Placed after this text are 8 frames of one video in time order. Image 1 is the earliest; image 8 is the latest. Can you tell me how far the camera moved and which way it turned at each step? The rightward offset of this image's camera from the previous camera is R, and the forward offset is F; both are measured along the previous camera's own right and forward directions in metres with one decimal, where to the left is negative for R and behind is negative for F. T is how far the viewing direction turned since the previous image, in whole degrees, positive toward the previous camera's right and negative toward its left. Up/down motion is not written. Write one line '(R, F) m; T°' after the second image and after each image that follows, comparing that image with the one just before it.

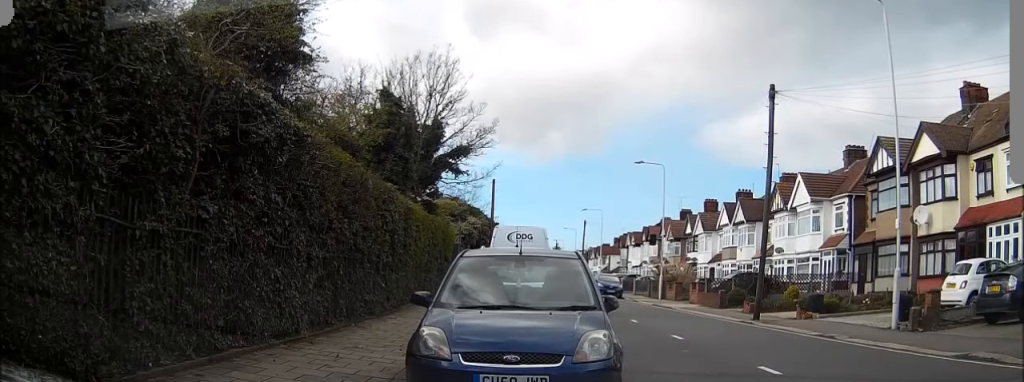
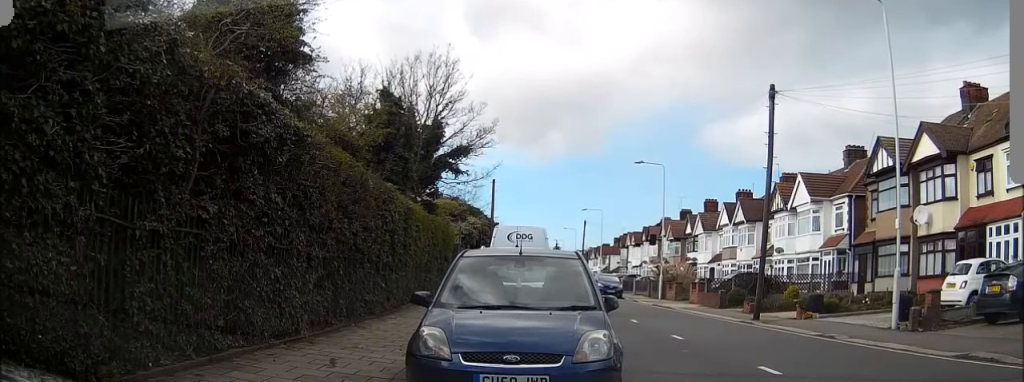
(0.0, 0.0) m; 0°
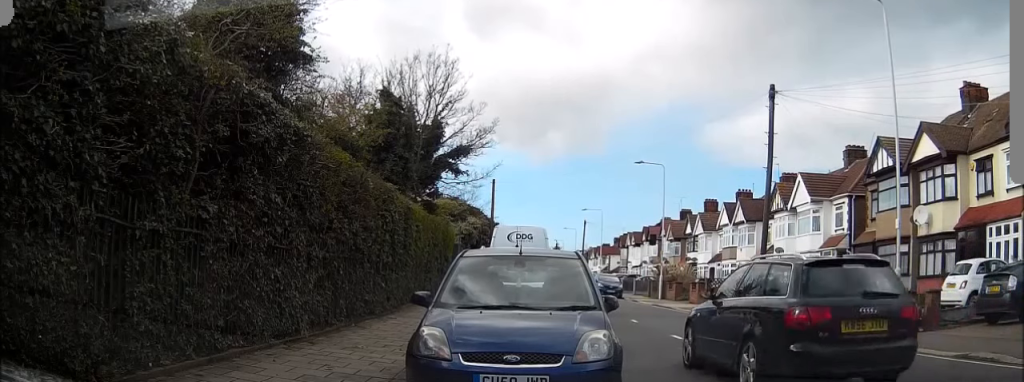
(0.0, 0.0) m; 0°
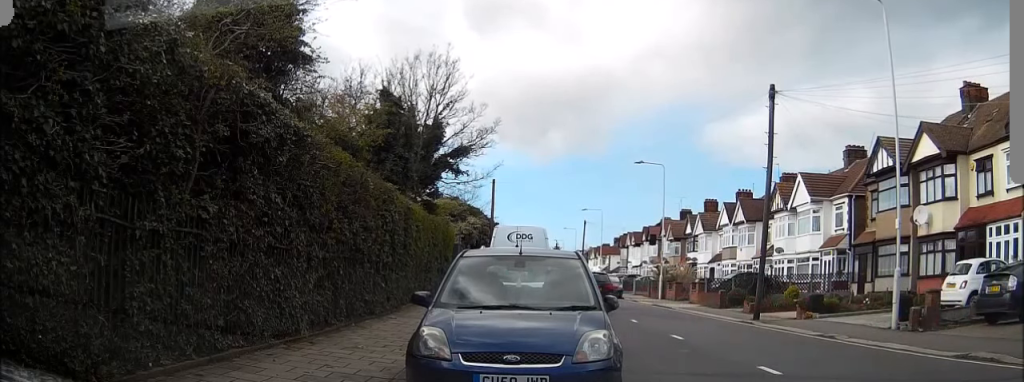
(0.0, 0.0) m; 0°
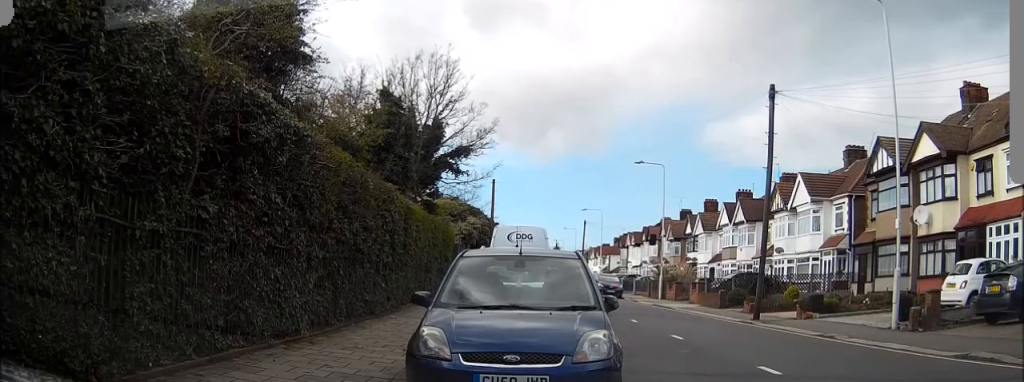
(0.0, 0.0) m; 0°
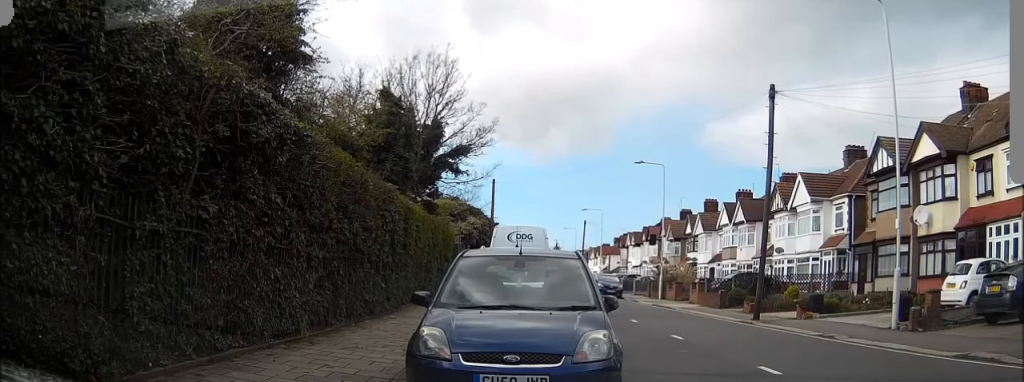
(0.0, 0.0) m; 0°
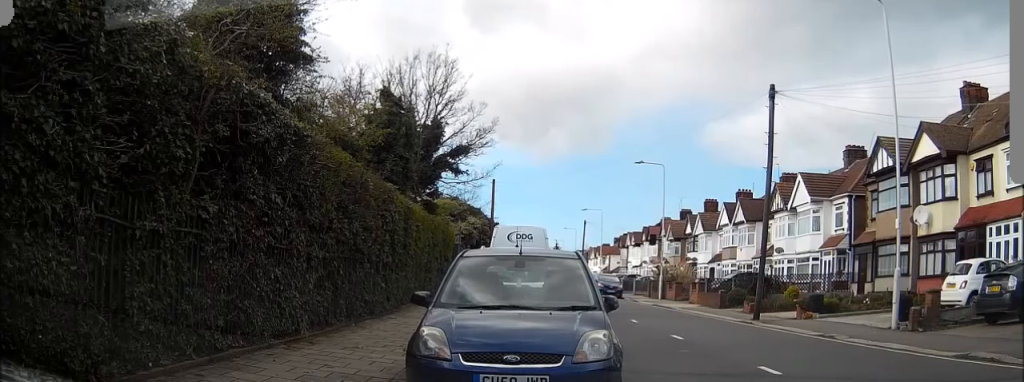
(0.0, 0.0) m; 0°
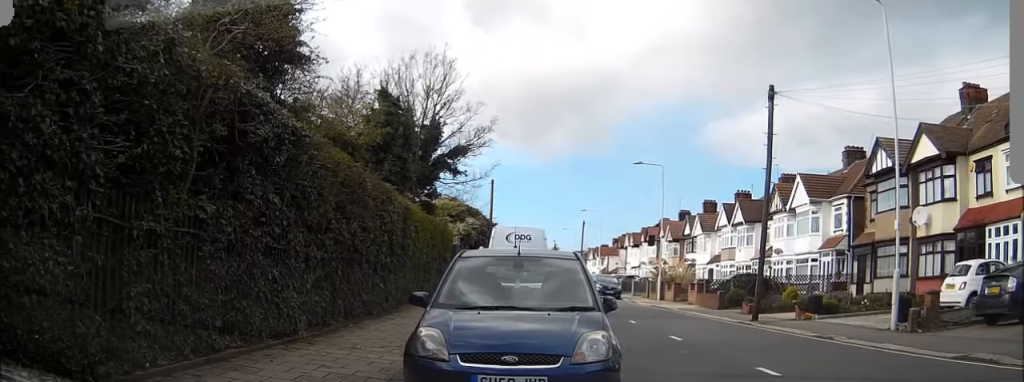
(-0.1, +0.2) m; 0°
